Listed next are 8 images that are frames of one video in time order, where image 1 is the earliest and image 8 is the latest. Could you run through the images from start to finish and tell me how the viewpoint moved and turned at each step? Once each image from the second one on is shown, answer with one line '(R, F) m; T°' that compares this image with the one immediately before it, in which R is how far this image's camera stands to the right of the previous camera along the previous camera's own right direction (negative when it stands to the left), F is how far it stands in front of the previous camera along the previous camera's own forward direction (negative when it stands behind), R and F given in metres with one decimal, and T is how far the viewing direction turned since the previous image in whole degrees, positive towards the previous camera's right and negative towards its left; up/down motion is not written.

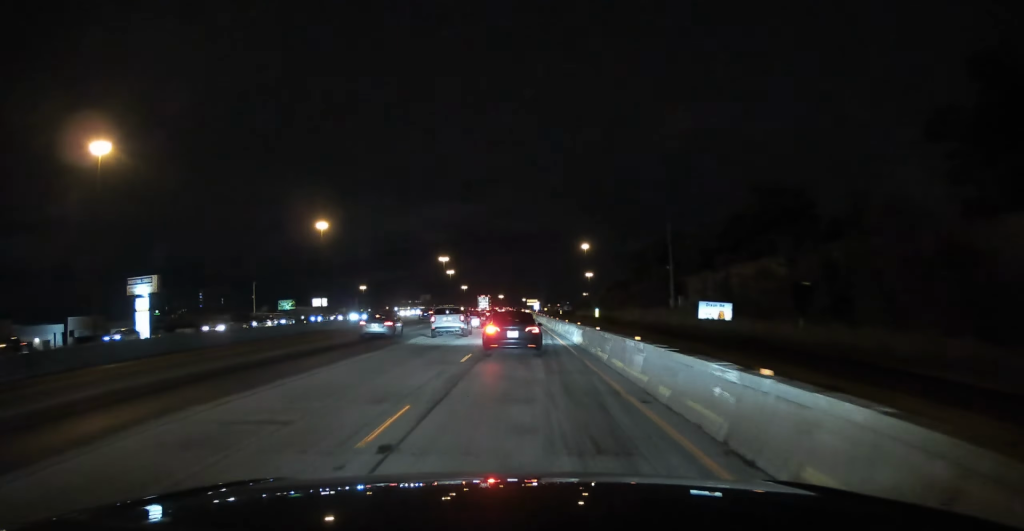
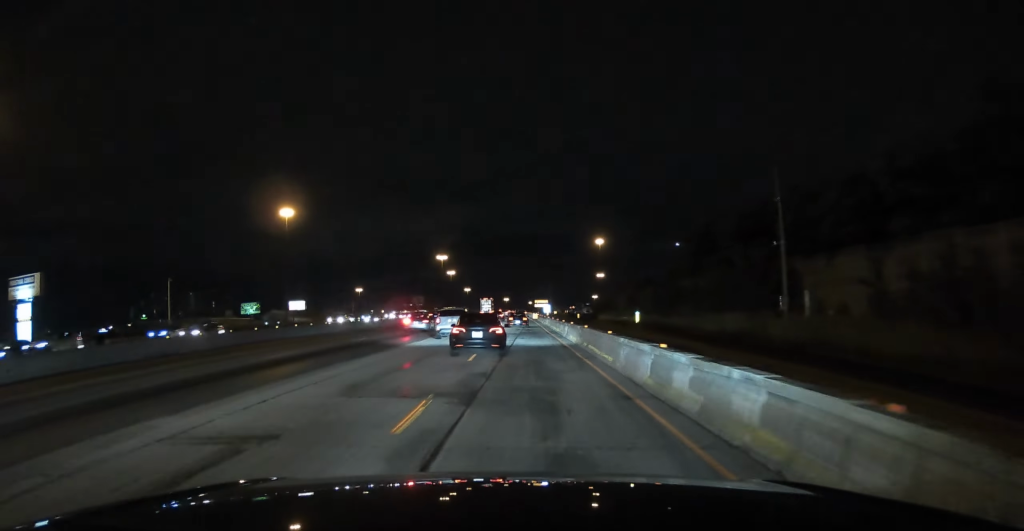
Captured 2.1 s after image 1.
(-0.1, +36.8) m; -1°
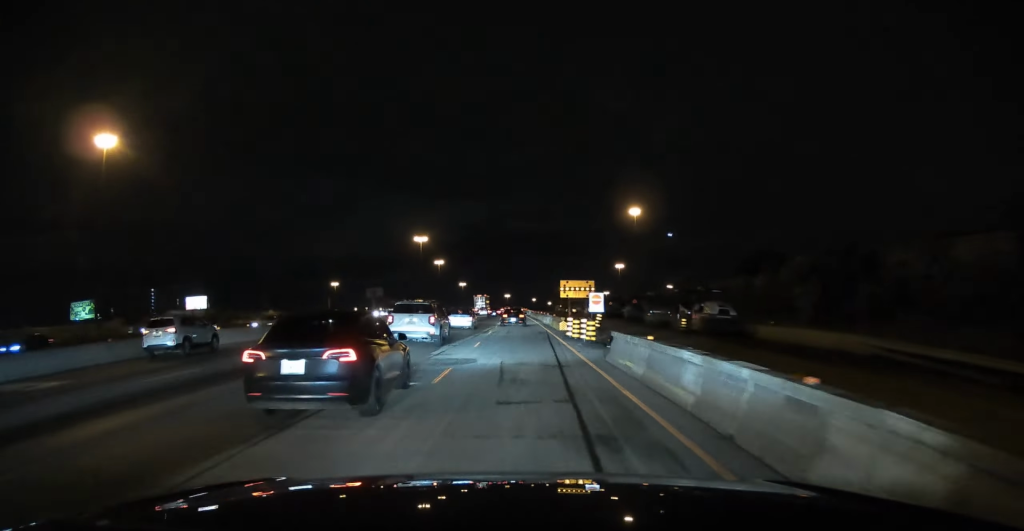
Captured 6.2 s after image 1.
(-0.5, +74.7) m; -1°
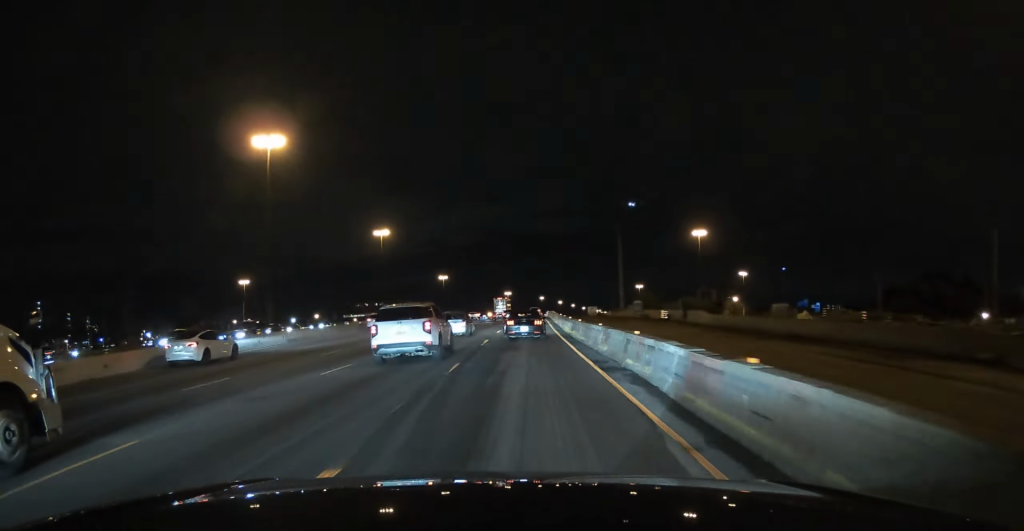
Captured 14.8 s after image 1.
(-0.6, +157.9) m; +1°
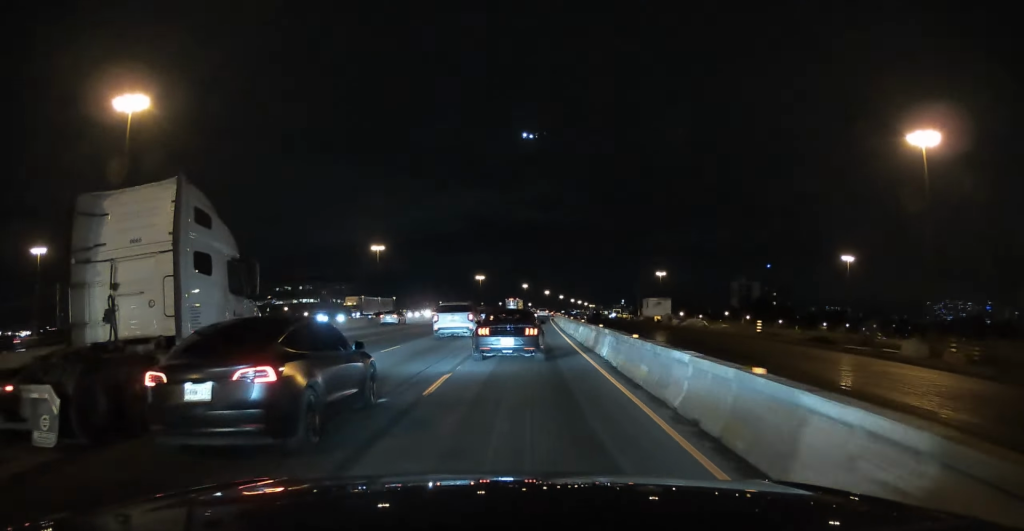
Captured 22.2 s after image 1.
(+2.2, +134.3) m; +2°
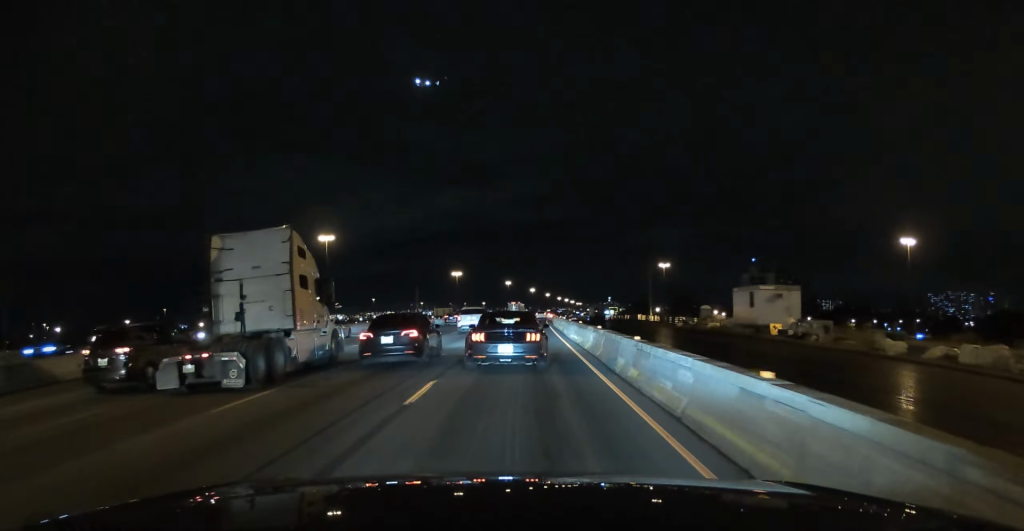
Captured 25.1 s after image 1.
(+0.2, +50.8) m; +1°
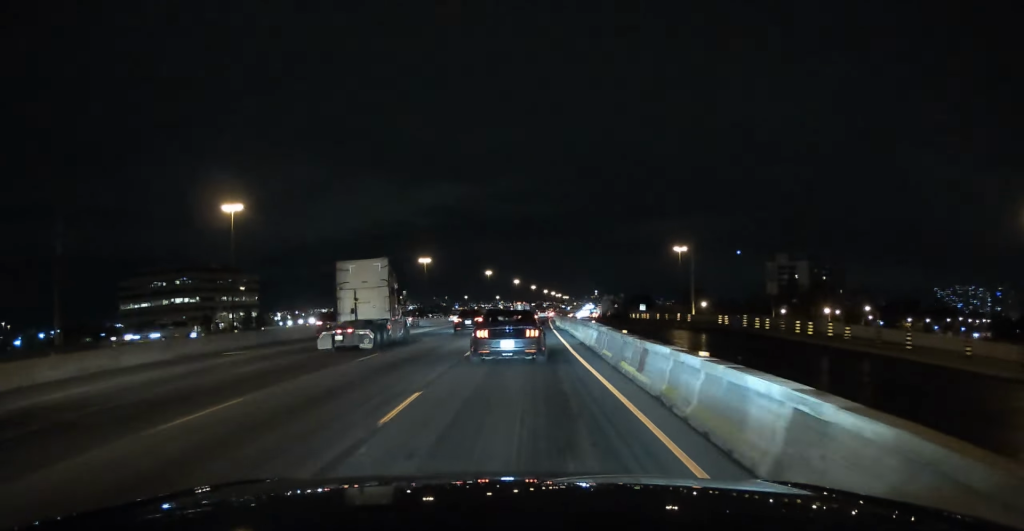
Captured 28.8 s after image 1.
(+0.8, +65.6) m; +2°
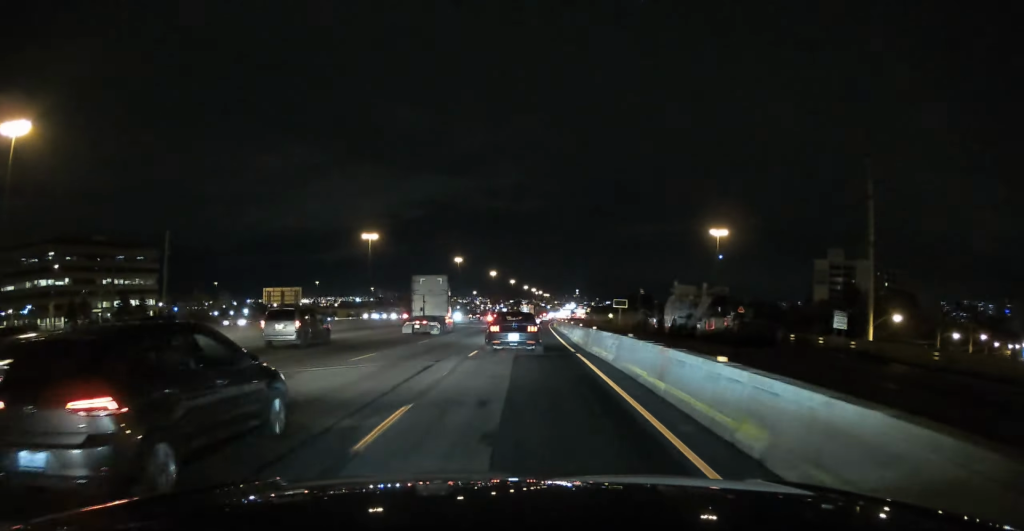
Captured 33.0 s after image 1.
(+1.5, +77.3) m; +2°
